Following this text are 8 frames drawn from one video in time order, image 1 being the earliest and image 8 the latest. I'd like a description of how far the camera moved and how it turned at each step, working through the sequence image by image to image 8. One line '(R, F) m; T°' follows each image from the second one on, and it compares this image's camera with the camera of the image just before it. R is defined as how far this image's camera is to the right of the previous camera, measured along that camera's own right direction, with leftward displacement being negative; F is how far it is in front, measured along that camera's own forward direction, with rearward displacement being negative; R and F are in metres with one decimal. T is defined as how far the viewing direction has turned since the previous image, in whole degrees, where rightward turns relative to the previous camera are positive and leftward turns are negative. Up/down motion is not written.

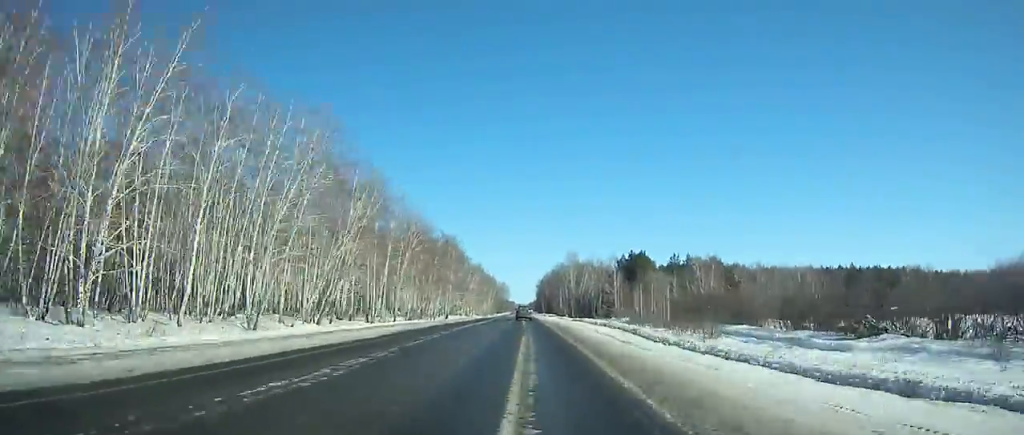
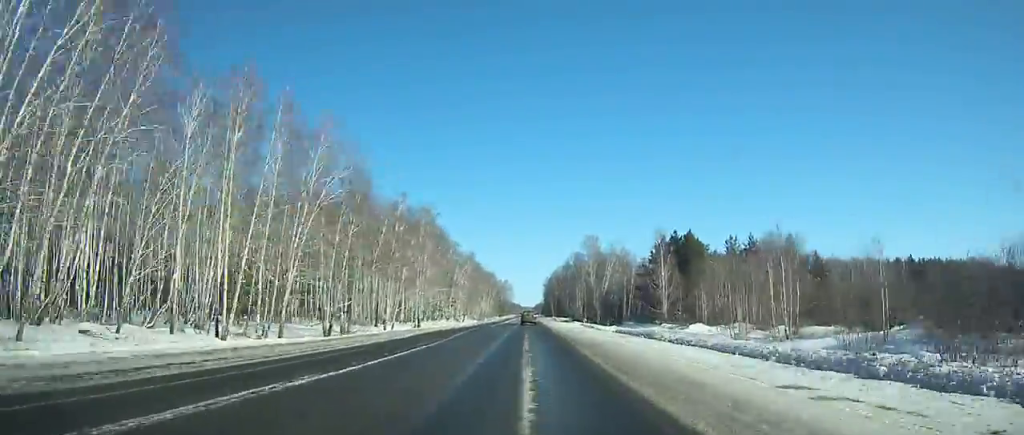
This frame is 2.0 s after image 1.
(-0.5, +41.2) m; -1°
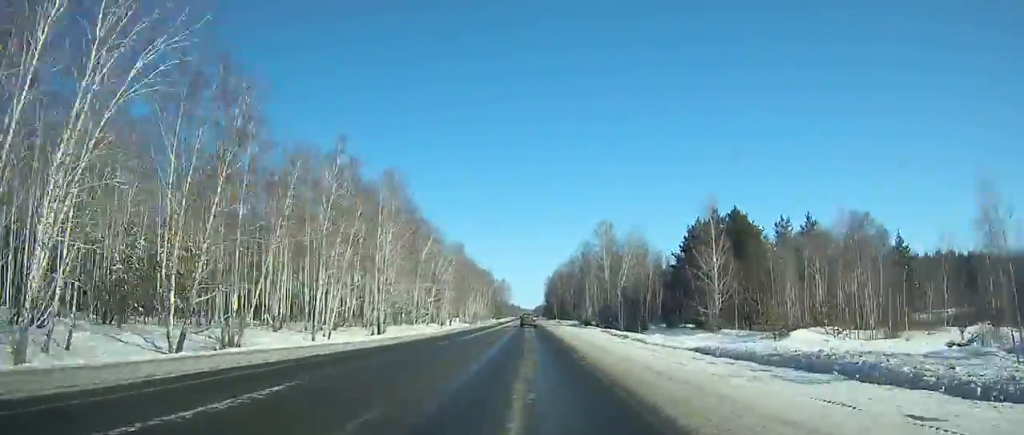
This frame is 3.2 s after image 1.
(+0.1, +25.1) m; 0°
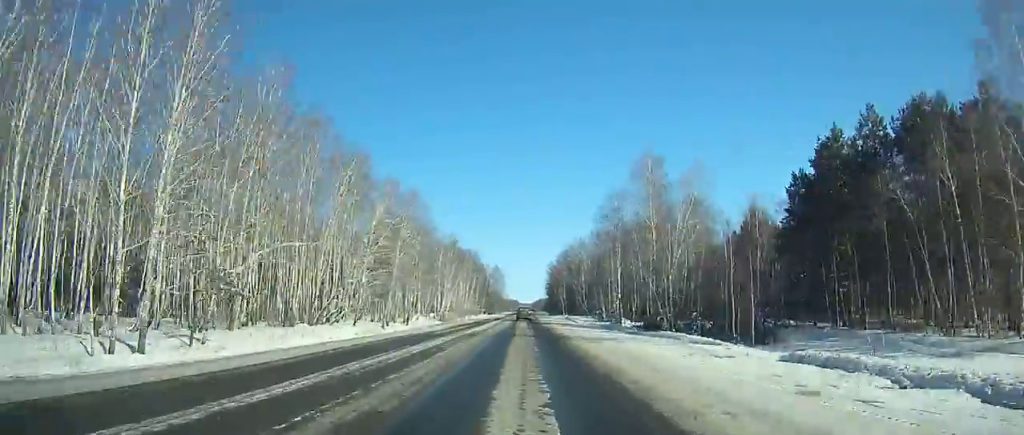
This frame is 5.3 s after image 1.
(+0.1, +43.9) m; 0°
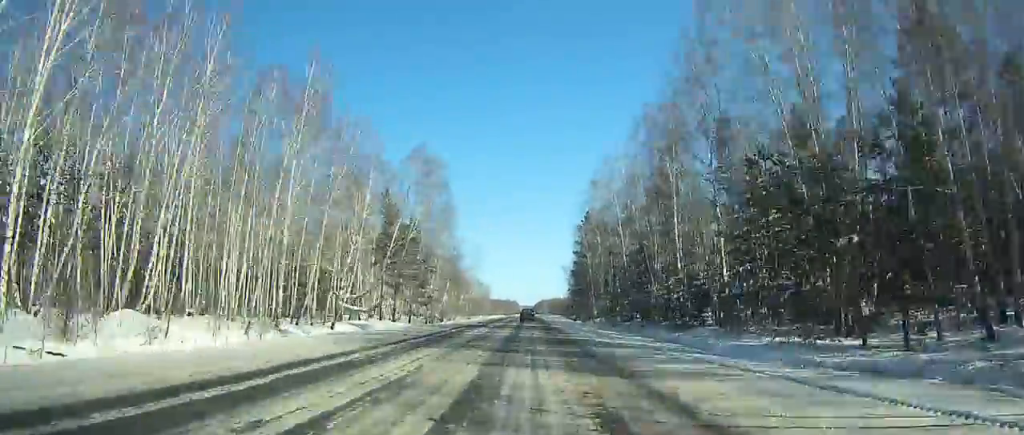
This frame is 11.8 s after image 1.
(+0.7, +137.2) m; 0°
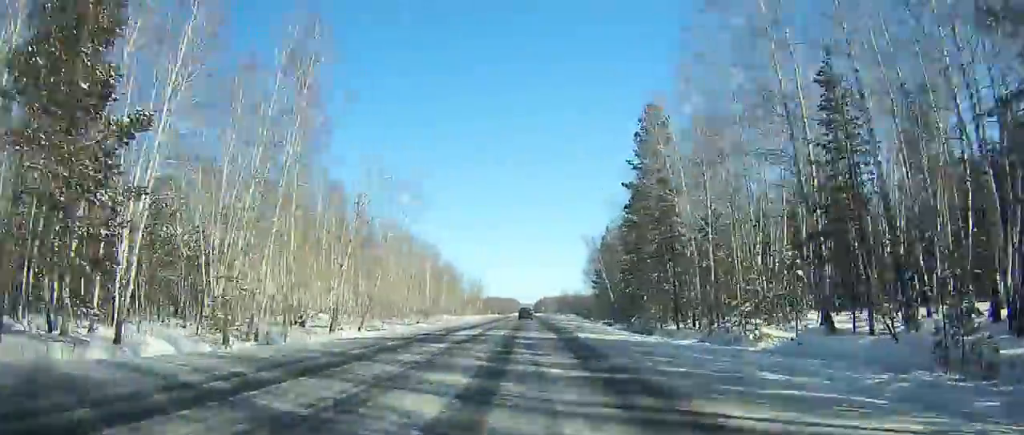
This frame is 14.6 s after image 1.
(0.0, +59.2) m; 0°
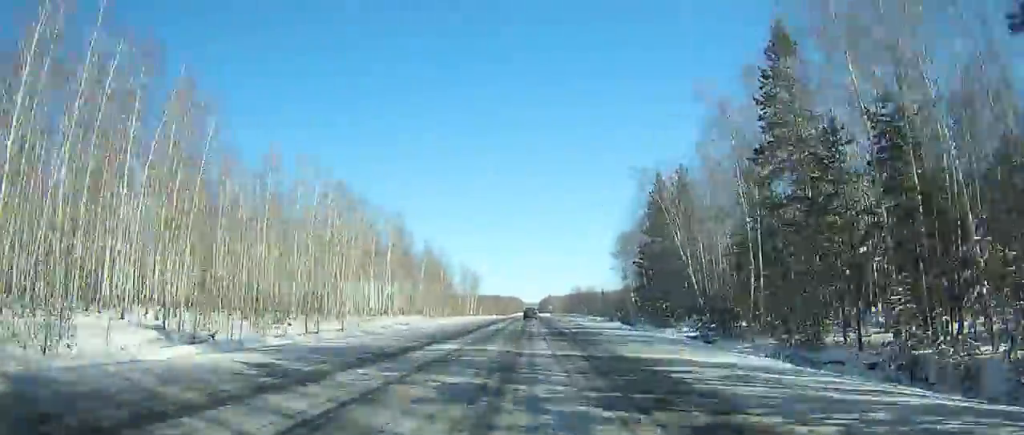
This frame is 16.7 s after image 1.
(+0.2, +44.3) m; 0°
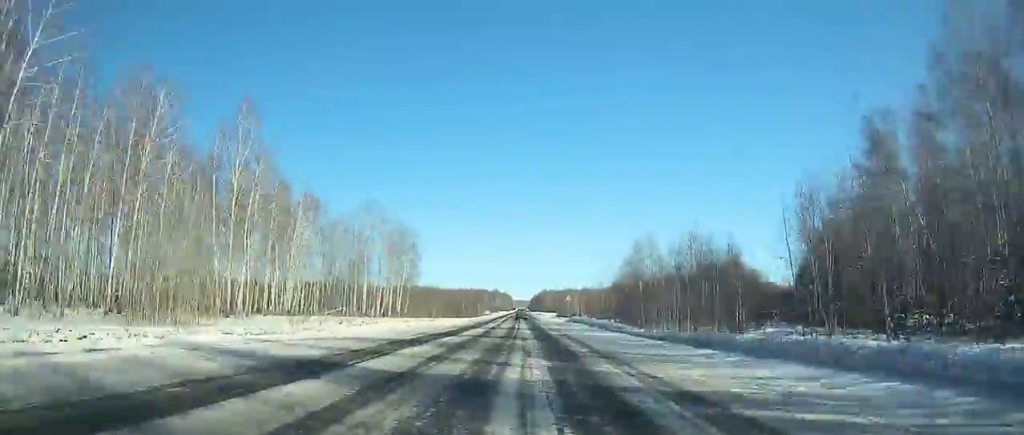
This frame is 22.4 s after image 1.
(-0.4, +121.1) m; -1°
